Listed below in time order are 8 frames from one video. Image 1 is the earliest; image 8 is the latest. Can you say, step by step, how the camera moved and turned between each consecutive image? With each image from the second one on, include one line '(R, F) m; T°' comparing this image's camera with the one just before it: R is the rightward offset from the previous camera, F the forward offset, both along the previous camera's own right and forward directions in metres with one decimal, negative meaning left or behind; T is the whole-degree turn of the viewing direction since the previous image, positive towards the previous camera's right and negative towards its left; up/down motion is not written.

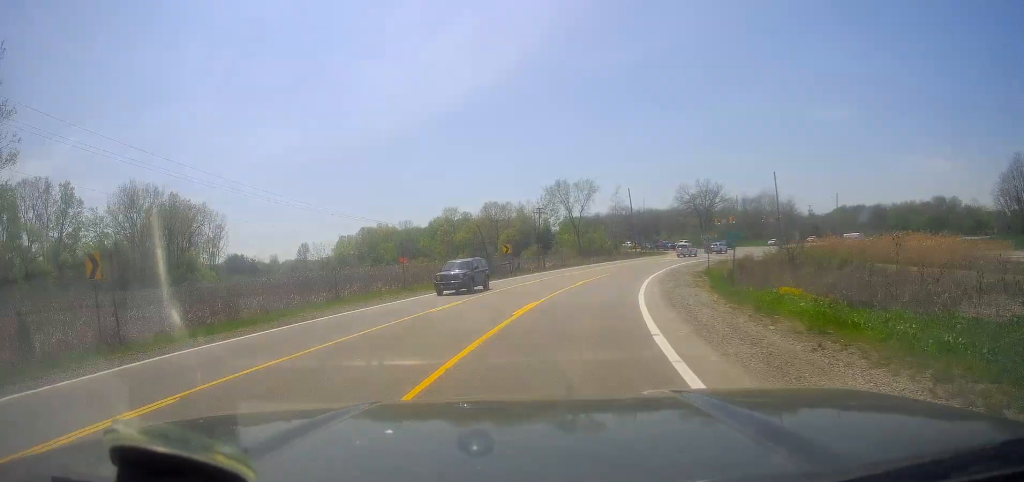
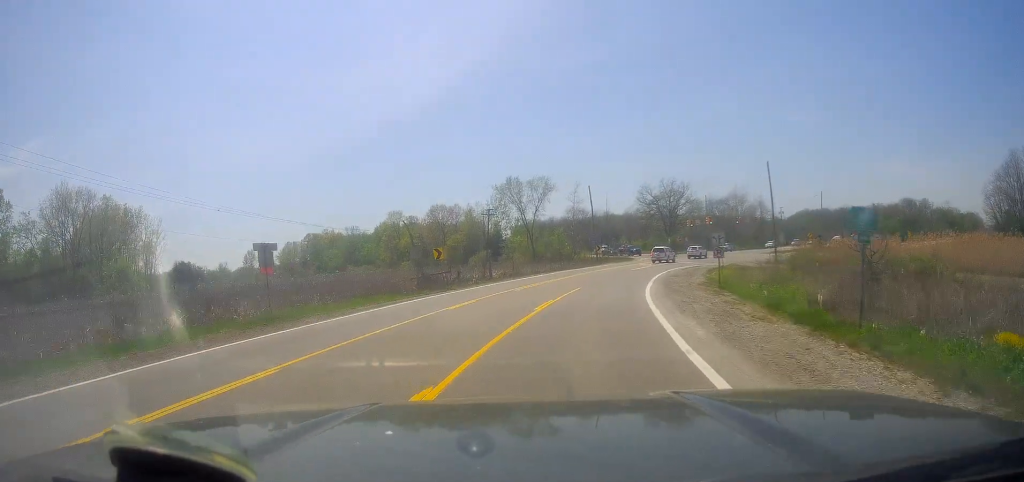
(+0.2, +13.5) m; +5°
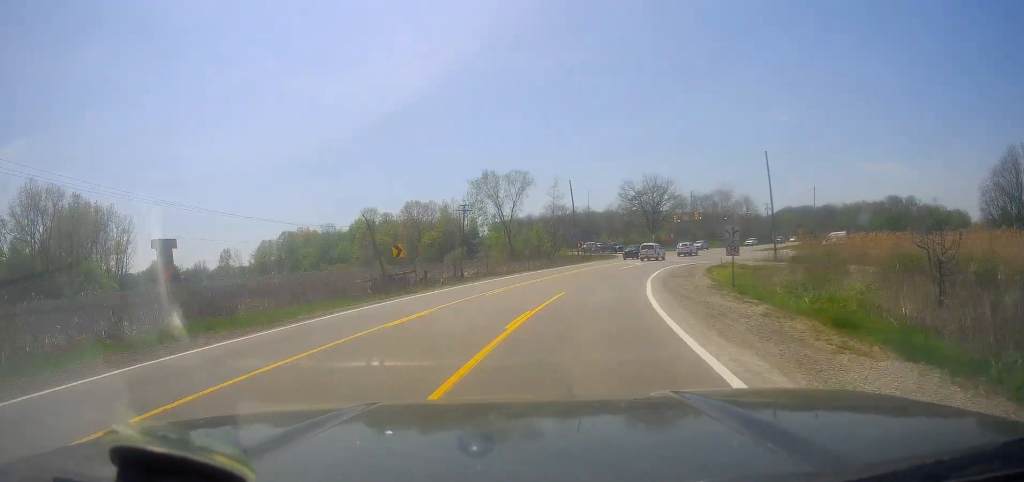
(-0.2, +5.9) m; +3°
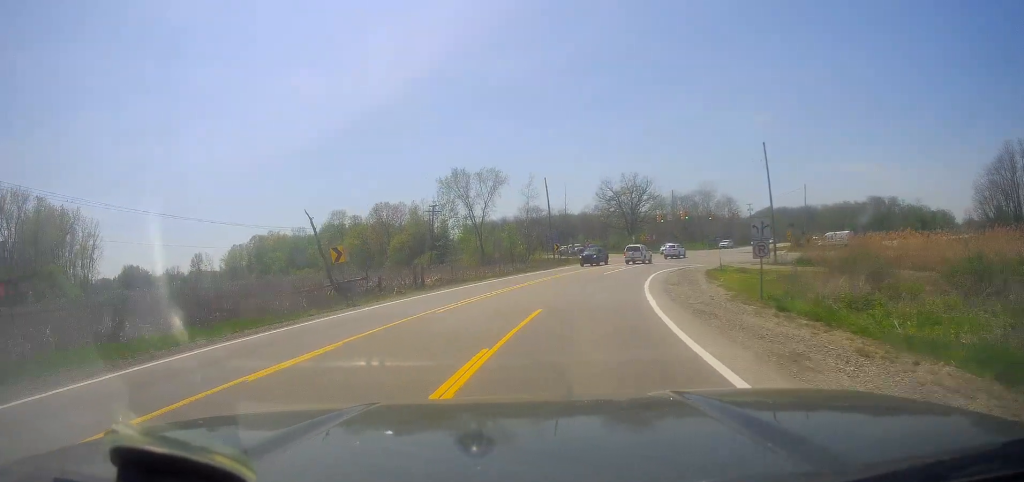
(+0.6, +6.3) m; +3°
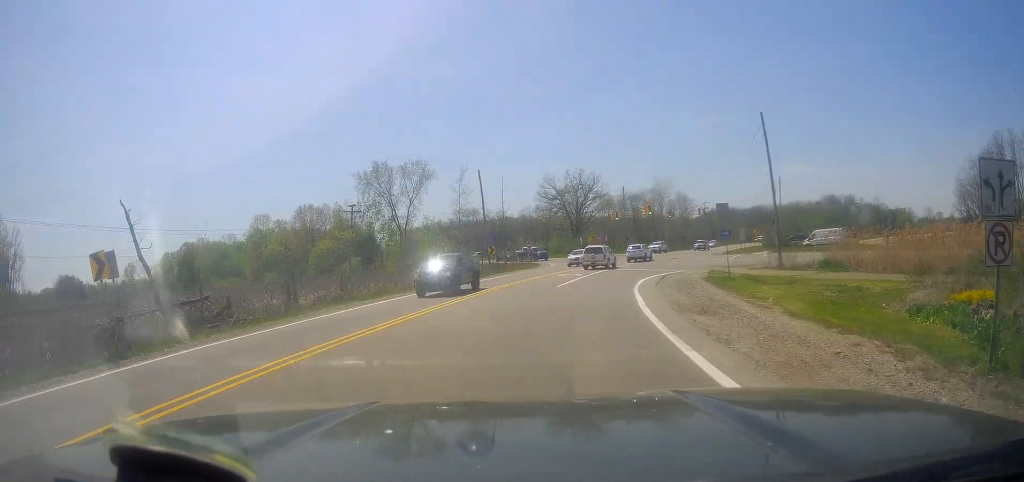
(+0.8, +13.9) m; +6°
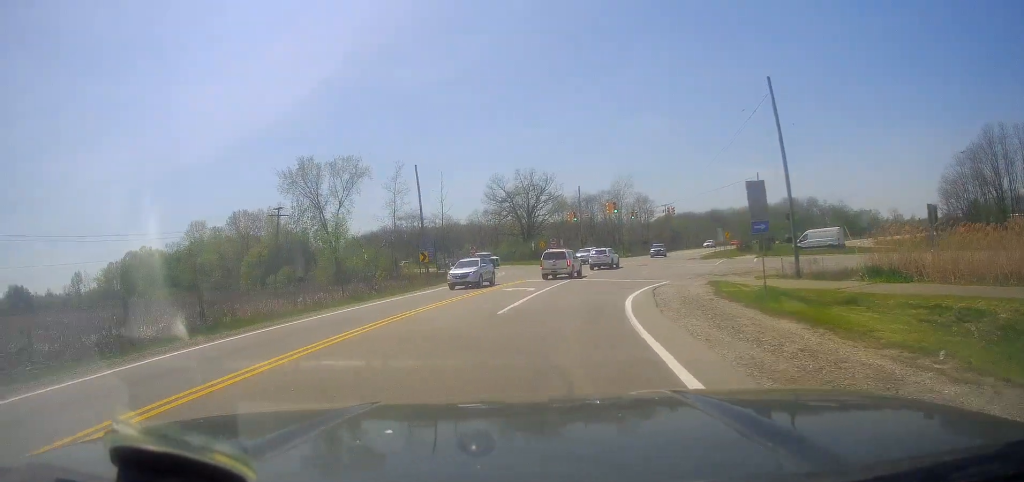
(+0.5, +10.6) m; +4°
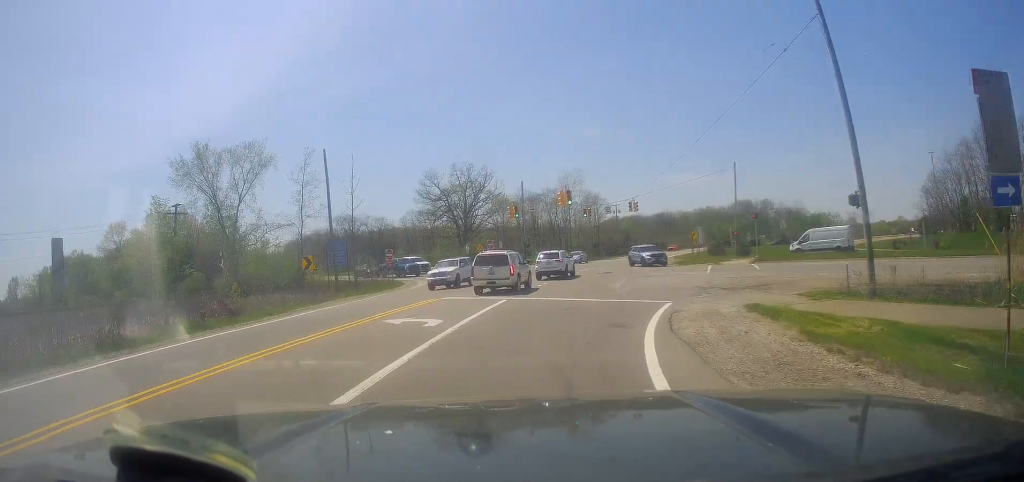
(+0.4, +13.4) m; +4°
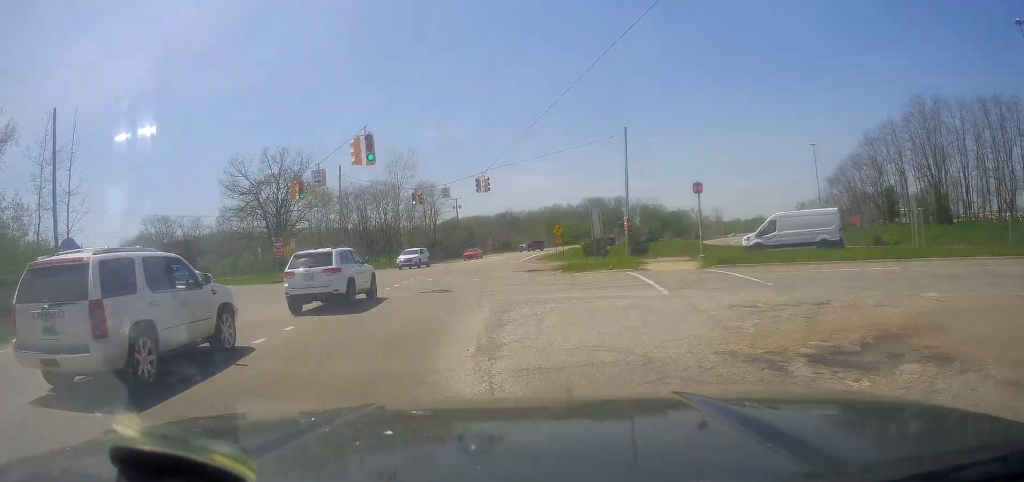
(+3.2, +20.9) m; +19°
